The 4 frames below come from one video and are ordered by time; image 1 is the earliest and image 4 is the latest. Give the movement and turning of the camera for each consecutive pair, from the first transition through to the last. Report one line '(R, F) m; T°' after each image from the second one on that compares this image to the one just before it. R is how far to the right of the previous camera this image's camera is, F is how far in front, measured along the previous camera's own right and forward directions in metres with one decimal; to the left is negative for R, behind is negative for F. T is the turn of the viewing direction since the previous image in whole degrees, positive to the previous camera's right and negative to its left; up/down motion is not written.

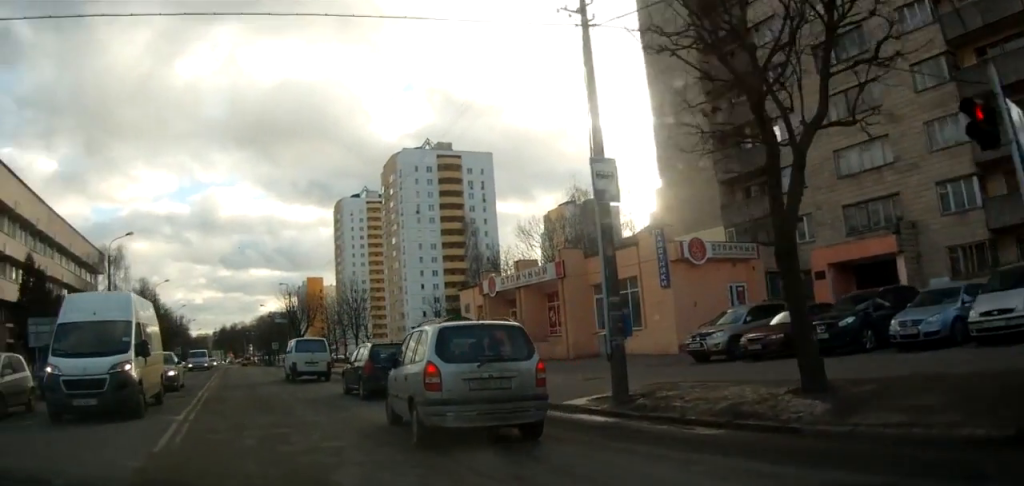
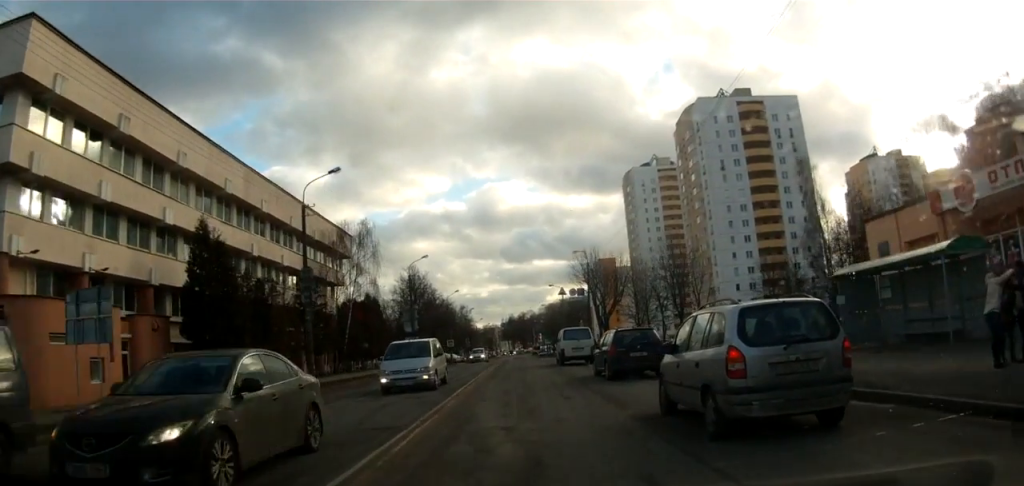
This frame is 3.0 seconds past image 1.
(-5.1, +15.4) m; -23°
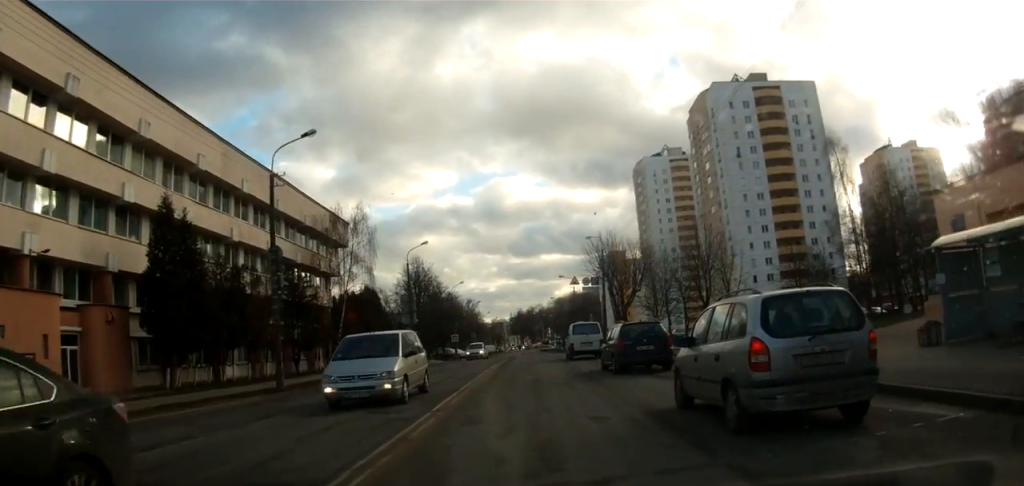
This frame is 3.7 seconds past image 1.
(0.0, +4.5) m; -2°
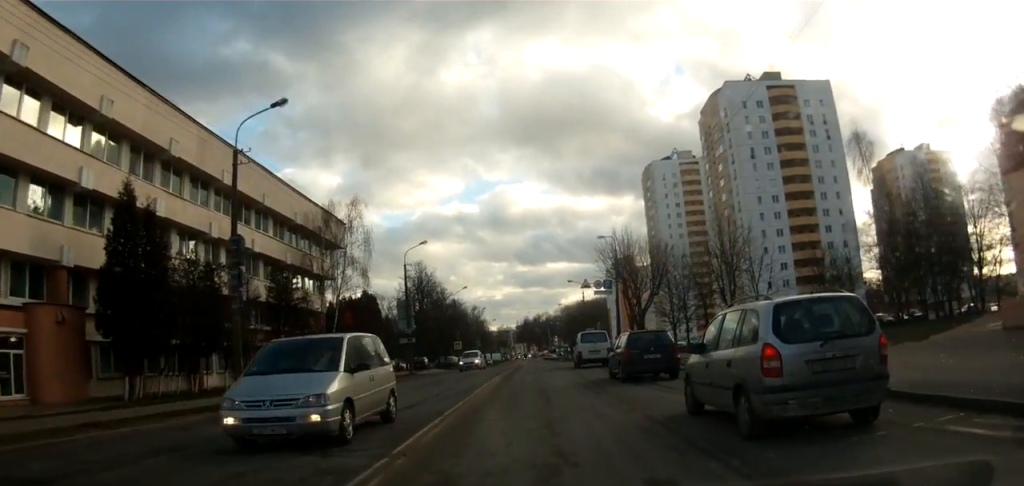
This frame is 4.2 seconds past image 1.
(-0.1, +3.9) m; -1°
